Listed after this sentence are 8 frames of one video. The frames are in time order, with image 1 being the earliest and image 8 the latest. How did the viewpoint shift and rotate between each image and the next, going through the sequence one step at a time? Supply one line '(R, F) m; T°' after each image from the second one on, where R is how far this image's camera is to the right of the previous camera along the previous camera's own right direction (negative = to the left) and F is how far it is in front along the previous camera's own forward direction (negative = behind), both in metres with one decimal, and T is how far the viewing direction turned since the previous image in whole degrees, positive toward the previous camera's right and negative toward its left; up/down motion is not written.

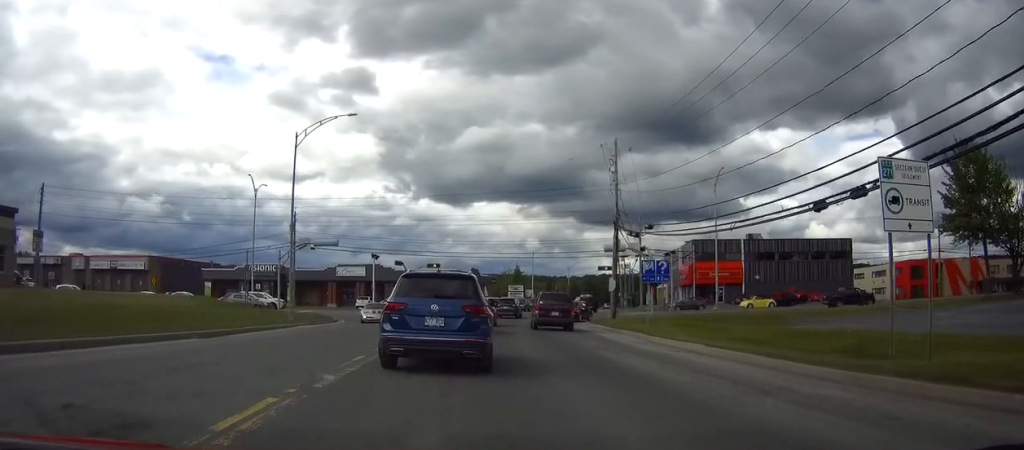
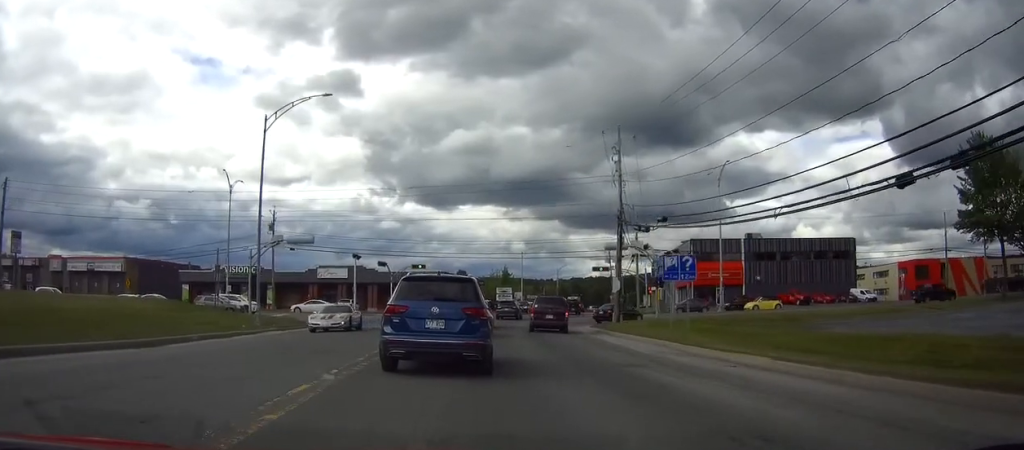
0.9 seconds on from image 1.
(+0.1, +4.7) m; +5°
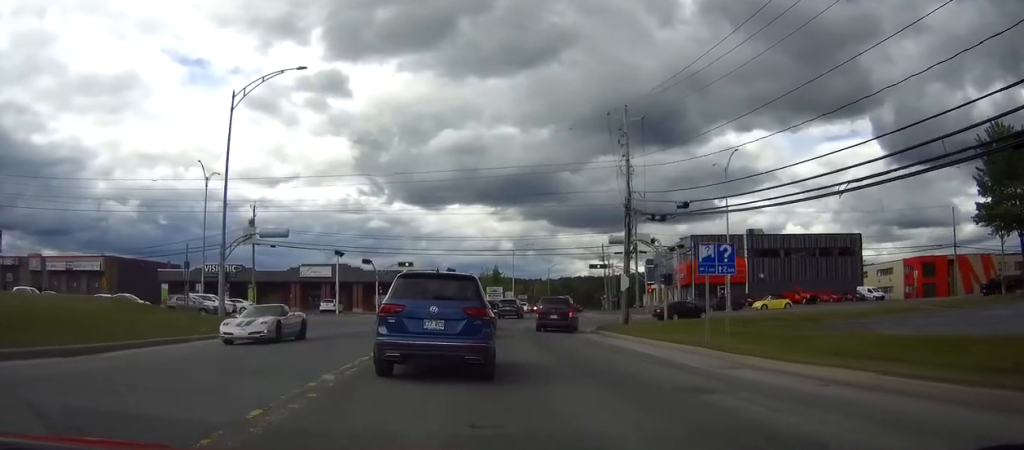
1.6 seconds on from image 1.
(+0.3, +3.9) m; +2°
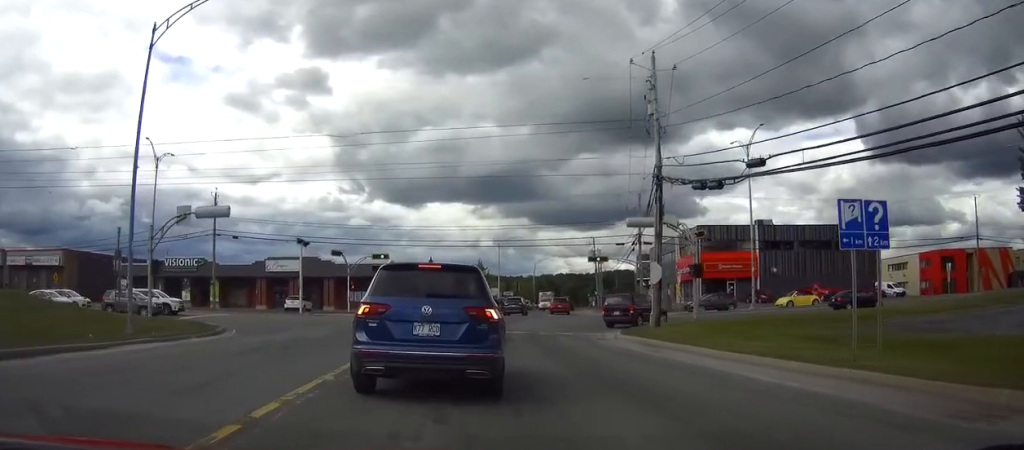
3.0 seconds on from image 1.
(0.0, +7.1) m; 0°
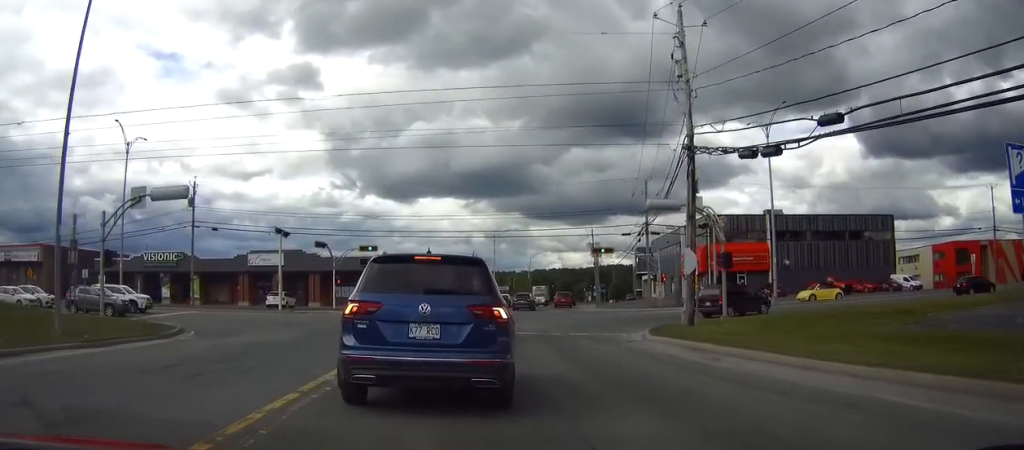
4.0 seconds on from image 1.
(+0.1, +4.0) m; -1°
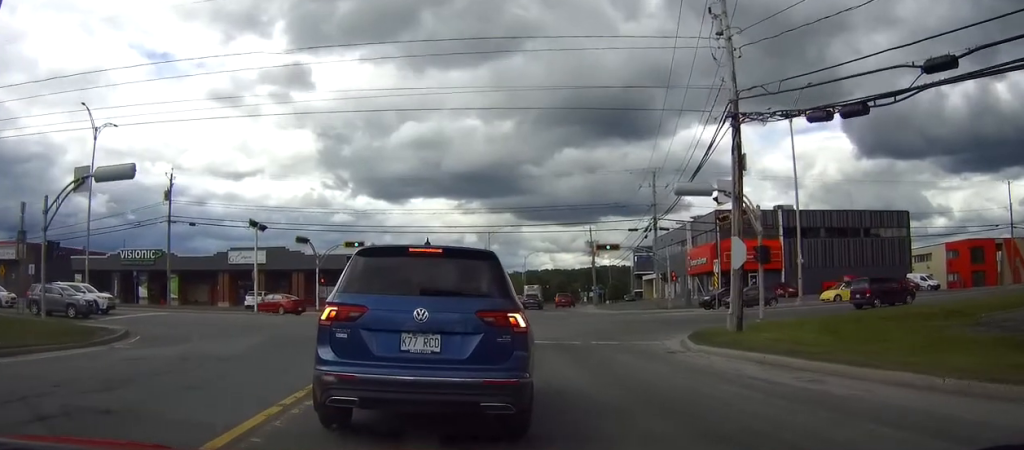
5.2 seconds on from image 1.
(-0.1, +3.8) m; -1°
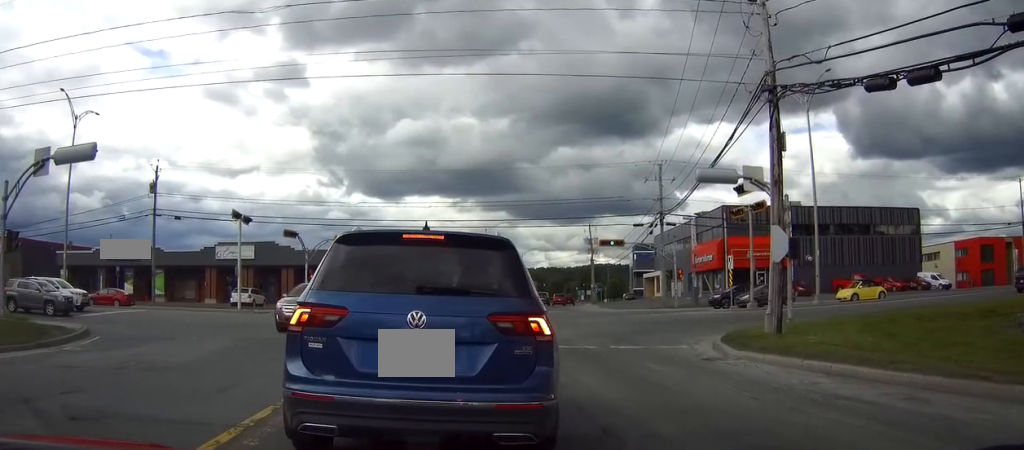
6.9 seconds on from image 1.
(0.0, +2.6) m; 0°
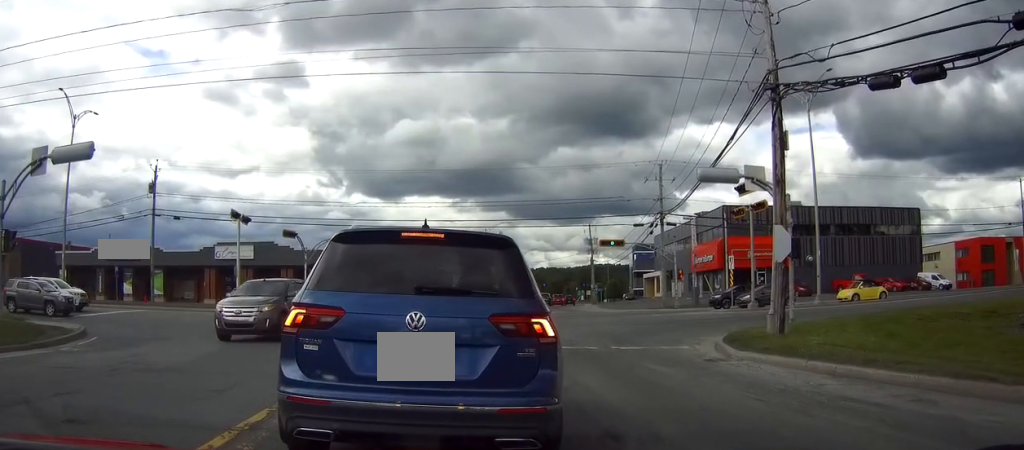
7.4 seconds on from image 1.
(-0.2, +0.1) m; 0°
